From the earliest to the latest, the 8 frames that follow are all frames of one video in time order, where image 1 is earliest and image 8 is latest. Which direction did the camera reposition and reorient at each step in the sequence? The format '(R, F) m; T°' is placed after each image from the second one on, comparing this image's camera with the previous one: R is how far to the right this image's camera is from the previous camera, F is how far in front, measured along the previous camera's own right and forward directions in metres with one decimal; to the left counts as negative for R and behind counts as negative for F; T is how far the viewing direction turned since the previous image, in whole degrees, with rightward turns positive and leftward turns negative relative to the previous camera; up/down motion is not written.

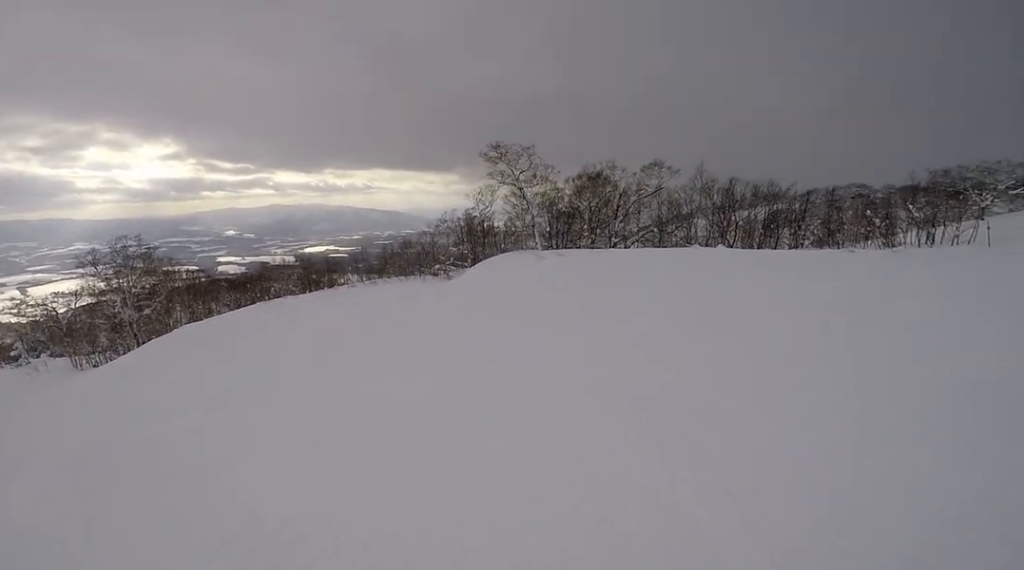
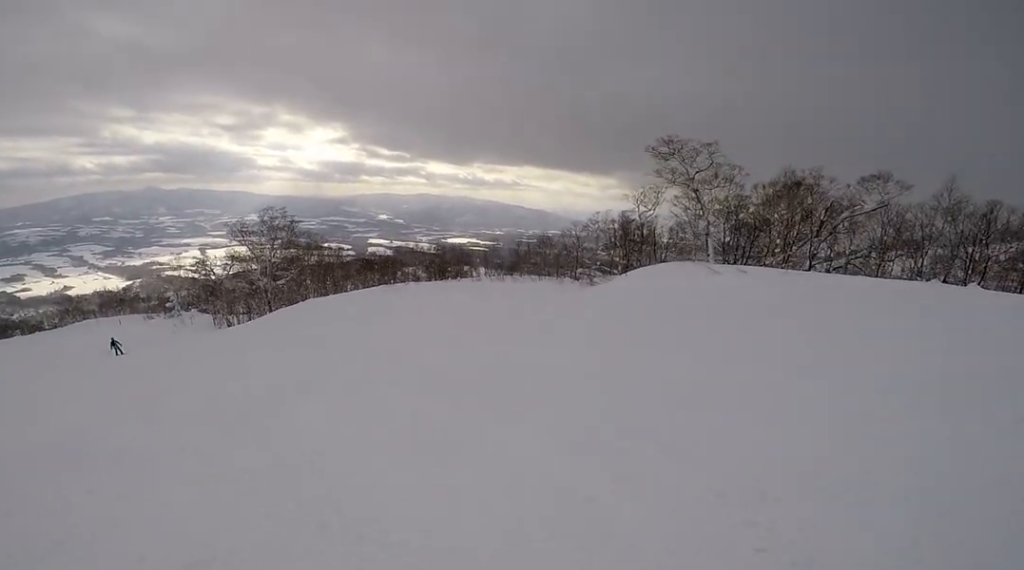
(-0.2, +3.6) m; -12°
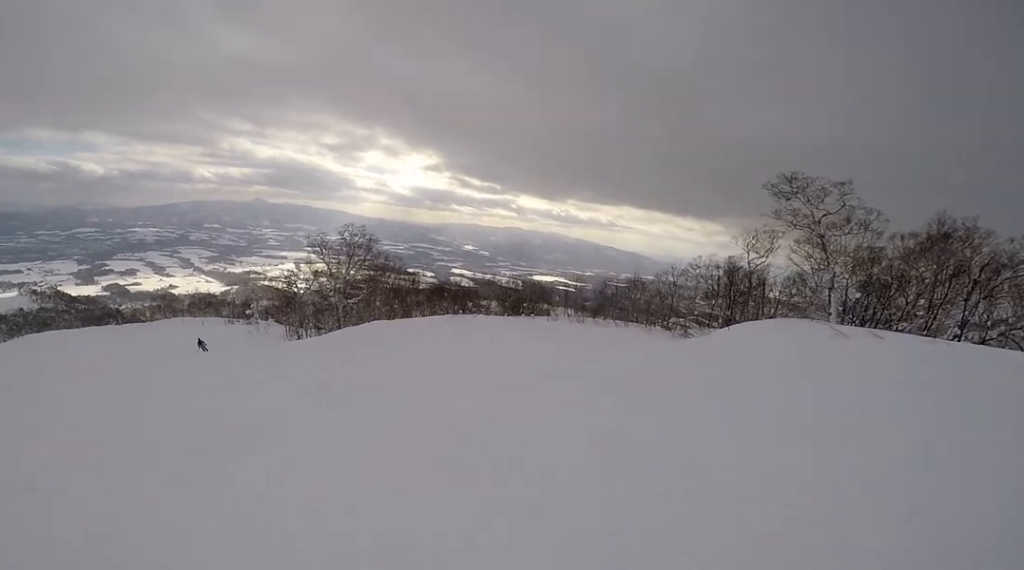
(-0.2, +2.5) m; -11°
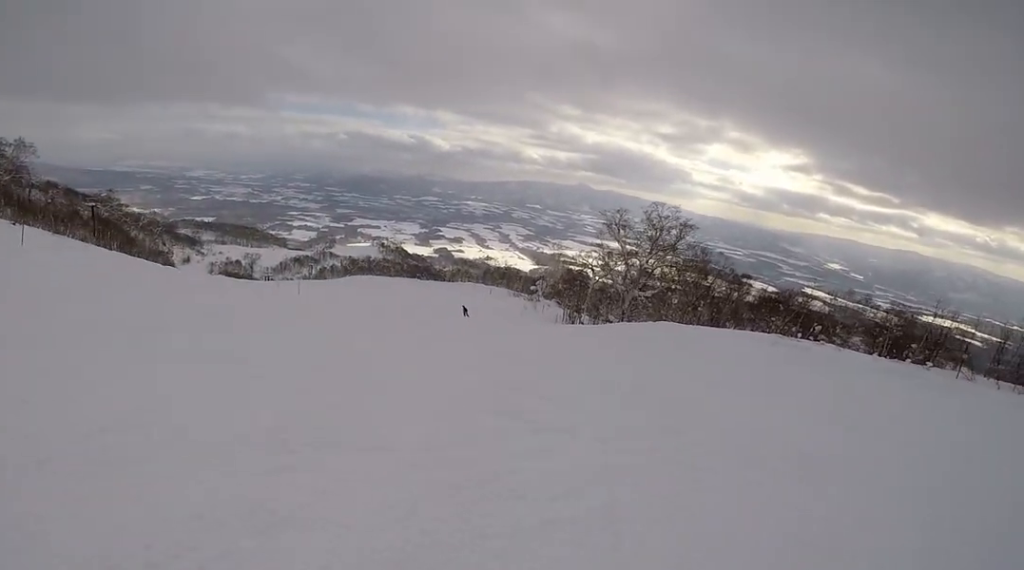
(-1.1, +5.6) m; -33°
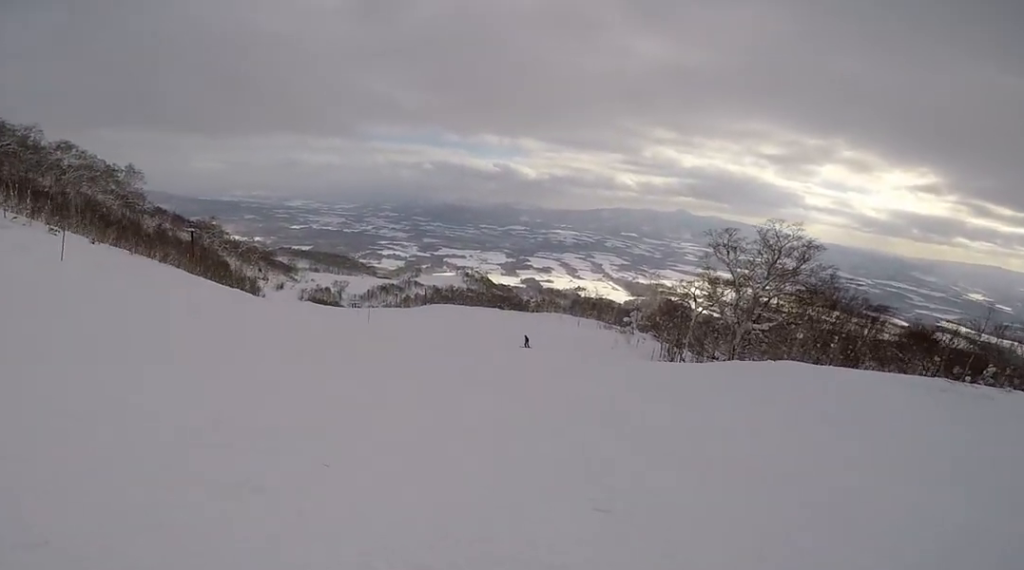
(-0.7, +2.5) m; -17°
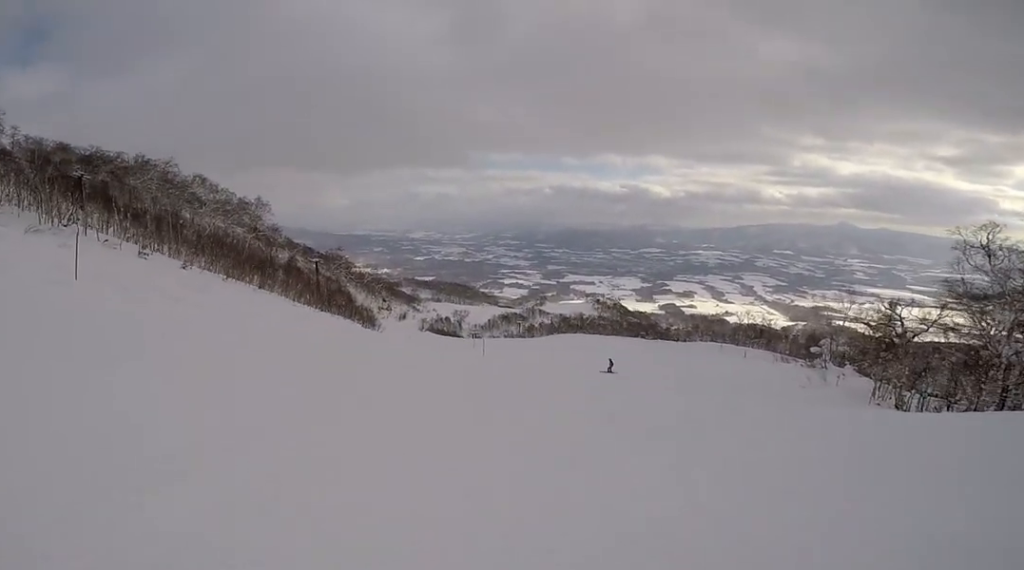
(-1.9, +5.9) m; -22°
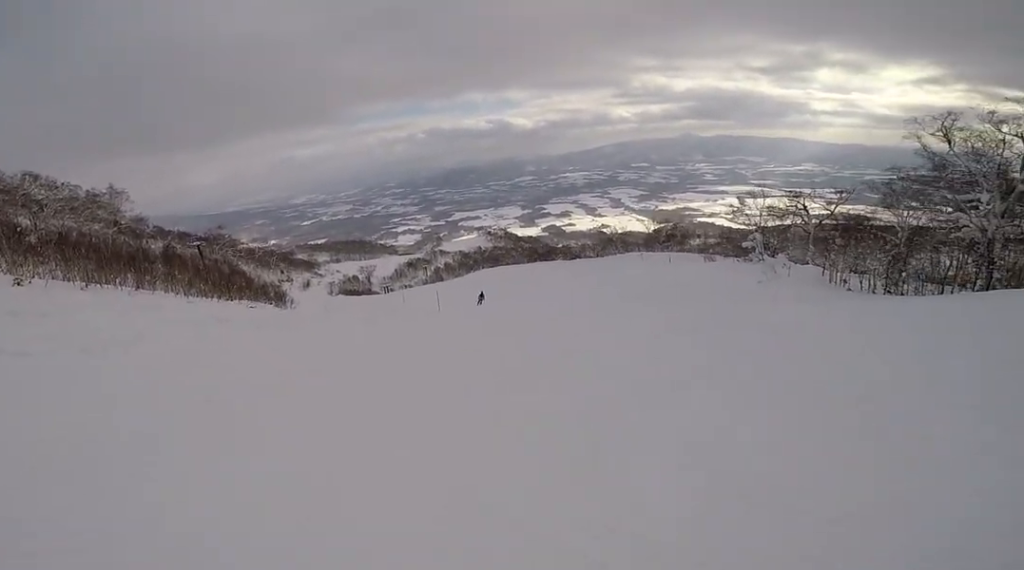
(+0.3, +7.0) m; +29°
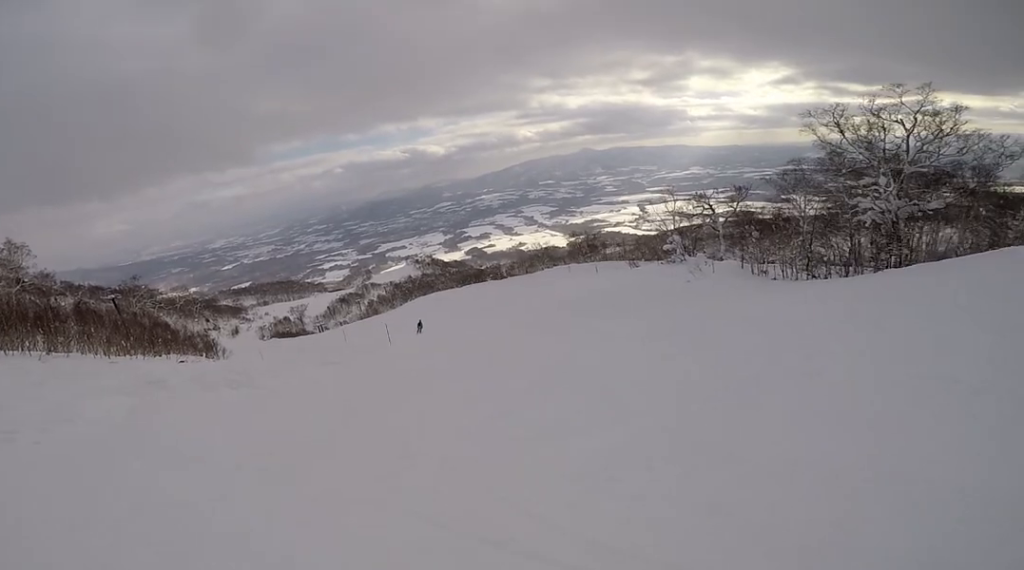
(+0.3, +2.1) m; +19°
